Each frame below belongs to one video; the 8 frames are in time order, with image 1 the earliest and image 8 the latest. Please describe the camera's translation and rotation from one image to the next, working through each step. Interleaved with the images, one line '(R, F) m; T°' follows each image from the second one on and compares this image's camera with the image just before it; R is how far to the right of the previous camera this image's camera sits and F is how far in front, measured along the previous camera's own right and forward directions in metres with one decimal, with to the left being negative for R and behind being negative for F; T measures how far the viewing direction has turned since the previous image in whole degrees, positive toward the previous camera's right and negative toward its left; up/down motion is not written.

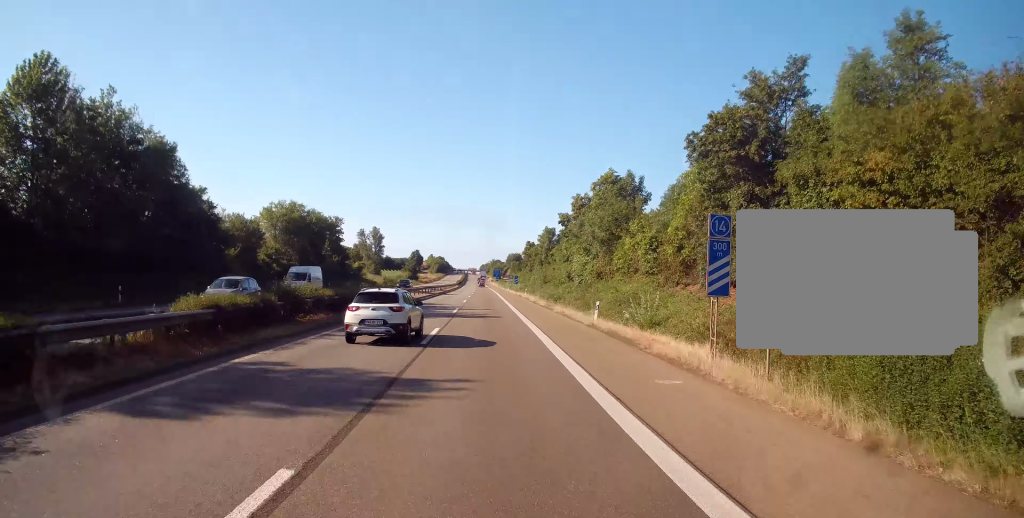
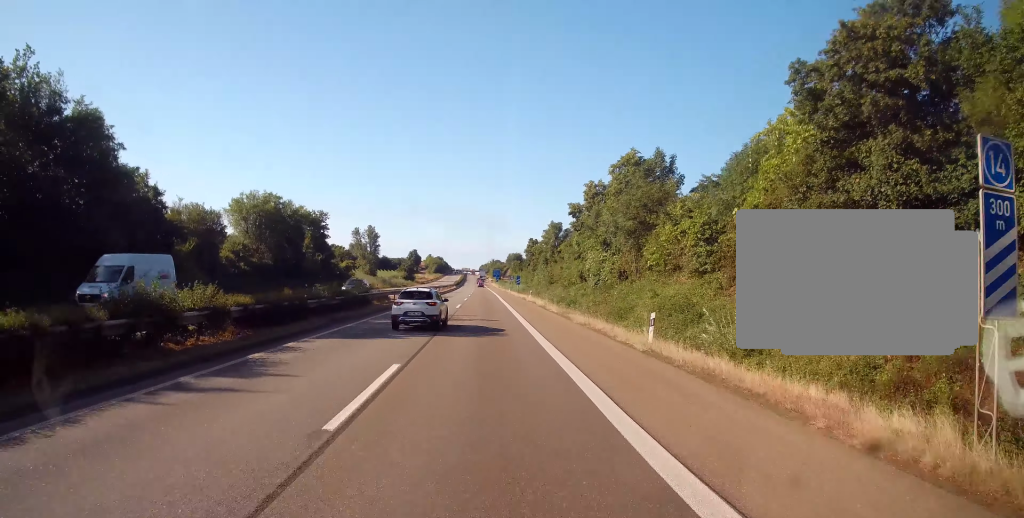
(0.0, +10.1) m; 0°
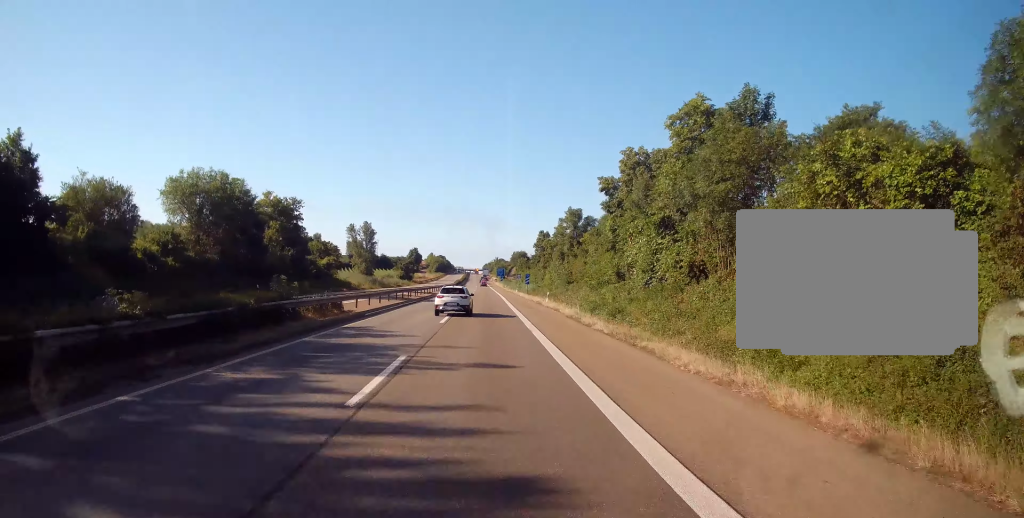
(0.0, +17.0) m; 0°
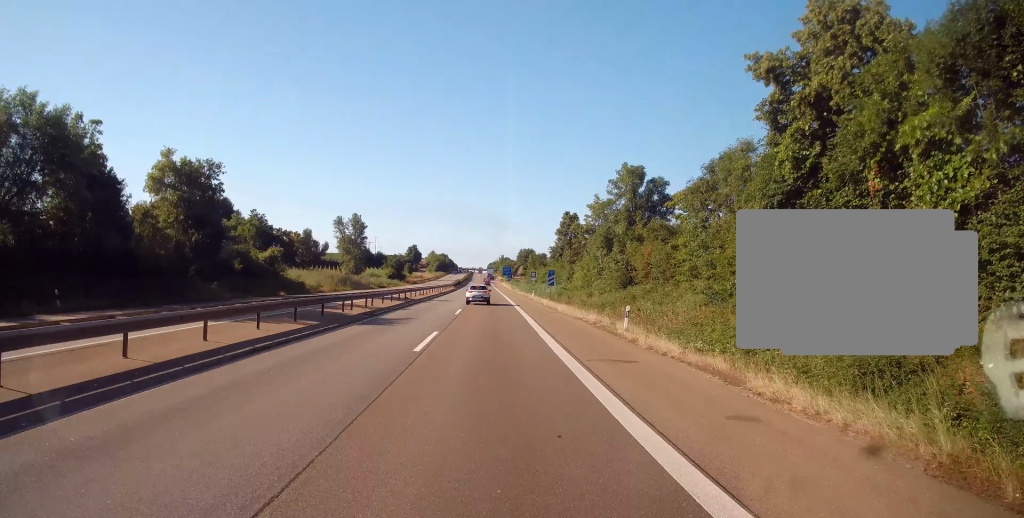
(0.0, +27.5) m; 0°
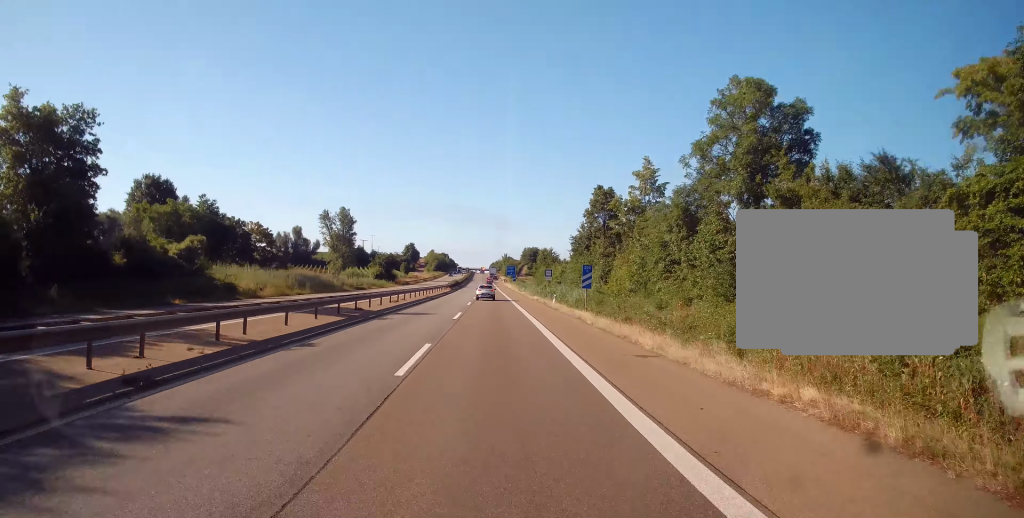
(0.0, +21.2) m; 0°
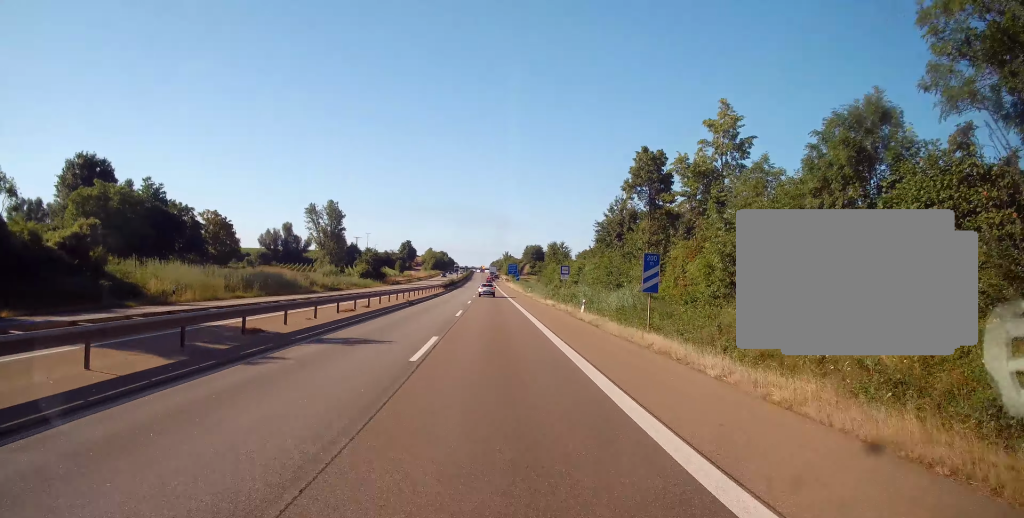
(0.0, +15.8) m; 0°
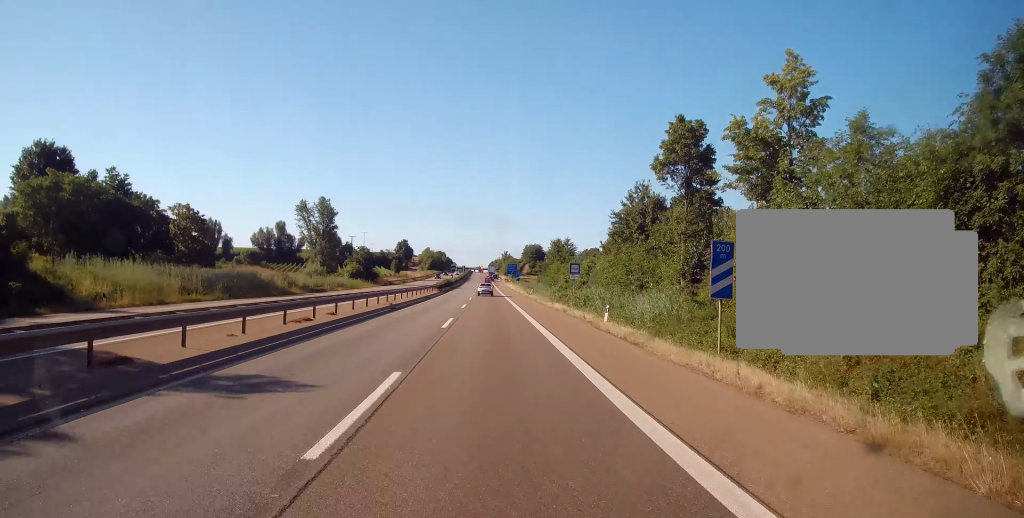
(0.0, +8.2) m; 0°
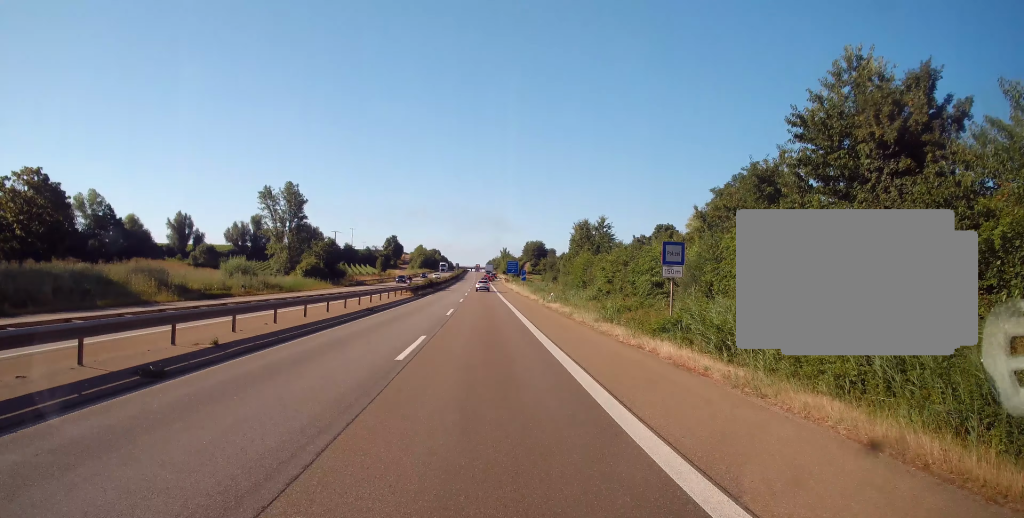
(0.0, +27.1) m; 0°
